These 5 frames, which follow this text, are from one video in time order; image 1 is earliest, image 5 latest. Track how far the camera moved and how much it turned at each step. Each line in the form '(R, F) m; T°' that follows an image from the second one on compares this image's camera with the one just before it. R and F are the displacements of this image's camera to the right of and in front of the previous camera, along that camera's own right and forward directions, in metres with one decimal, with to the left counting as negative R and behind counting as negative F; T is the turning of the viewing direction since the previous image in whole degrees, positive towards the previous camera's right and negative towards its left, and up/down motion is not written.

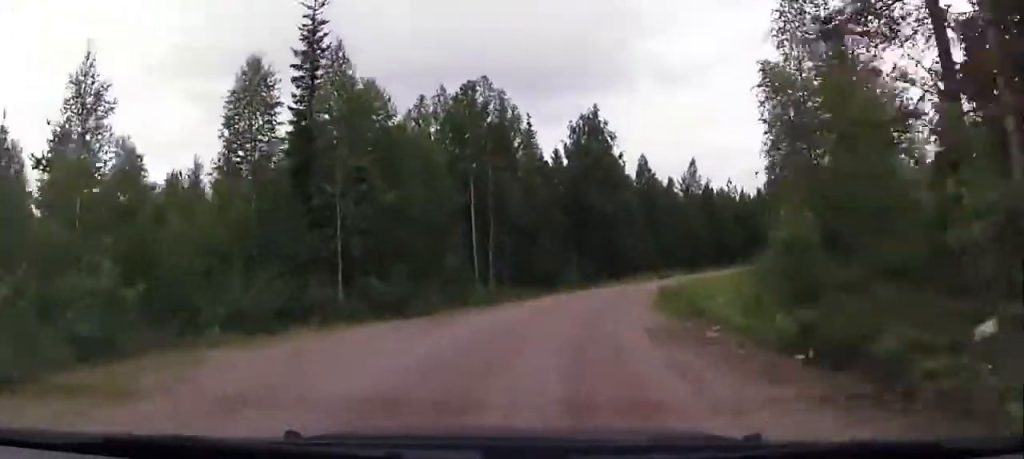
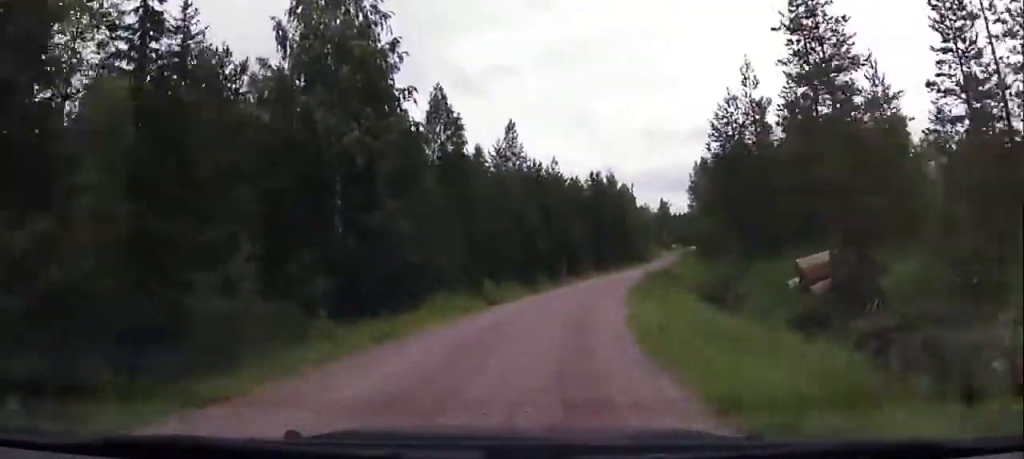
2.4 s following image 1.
(+4.2, +29.1) m; +19°
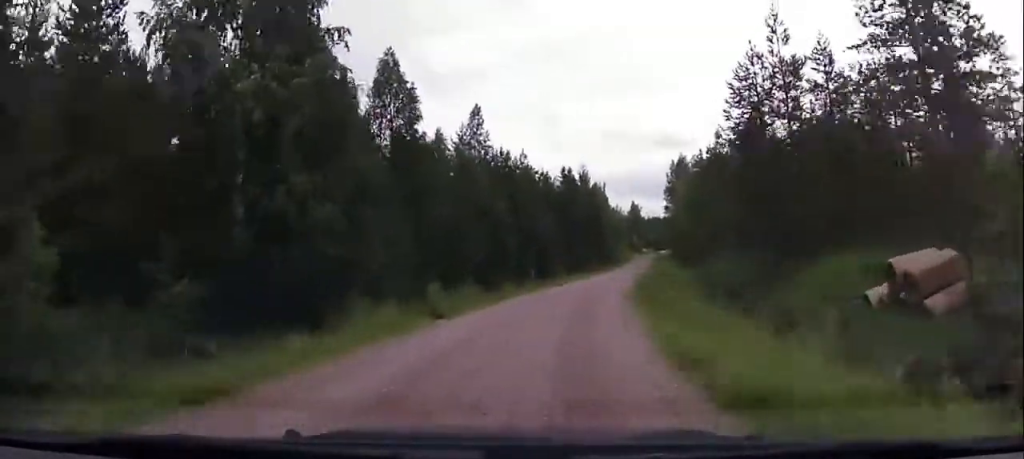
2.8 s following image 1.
(+0.3, +6.1) m; +4°
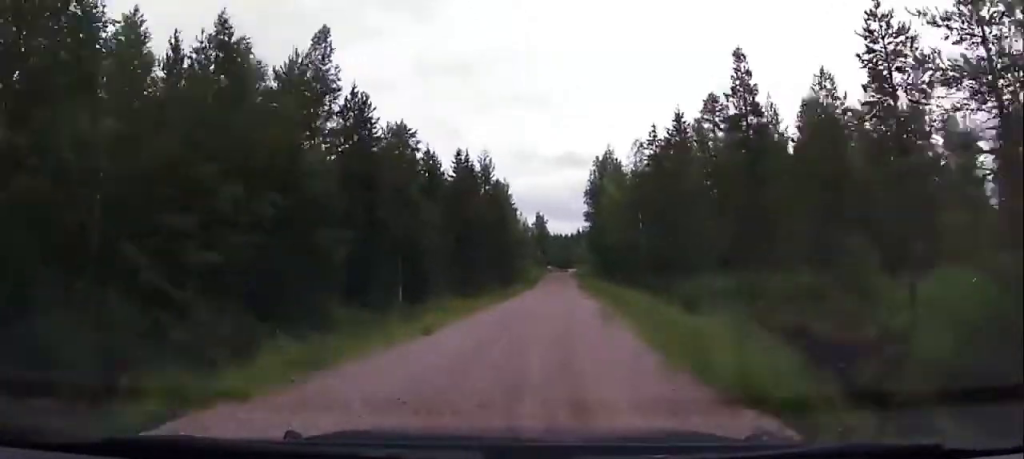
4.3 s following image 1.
(+2.4, +20.3) m; +11°
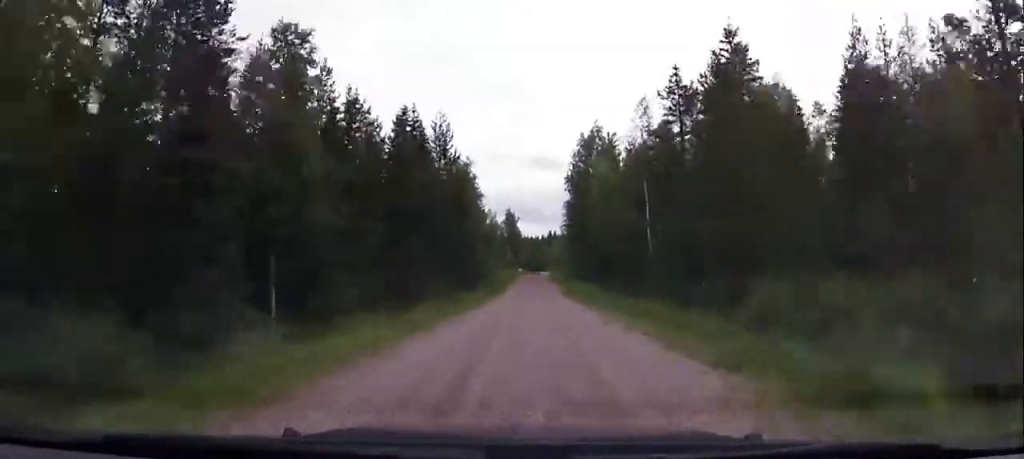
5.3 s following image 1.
(+0.3, +15.1) m; +2°
